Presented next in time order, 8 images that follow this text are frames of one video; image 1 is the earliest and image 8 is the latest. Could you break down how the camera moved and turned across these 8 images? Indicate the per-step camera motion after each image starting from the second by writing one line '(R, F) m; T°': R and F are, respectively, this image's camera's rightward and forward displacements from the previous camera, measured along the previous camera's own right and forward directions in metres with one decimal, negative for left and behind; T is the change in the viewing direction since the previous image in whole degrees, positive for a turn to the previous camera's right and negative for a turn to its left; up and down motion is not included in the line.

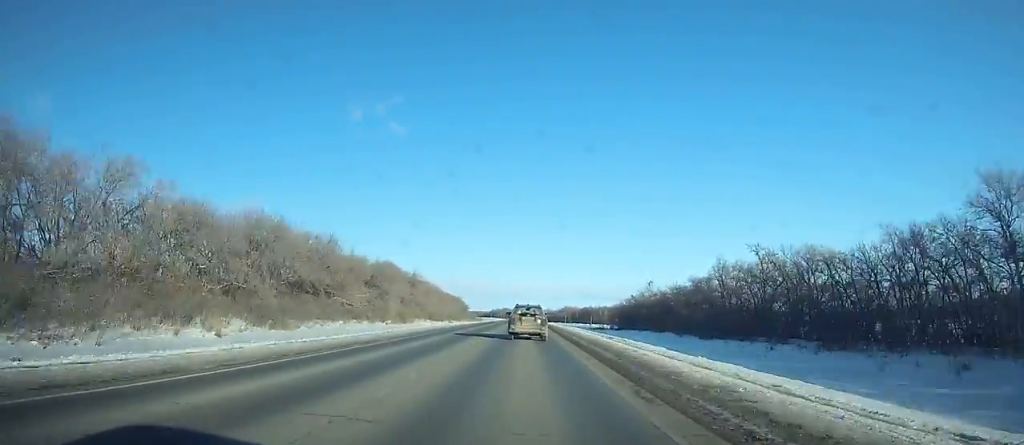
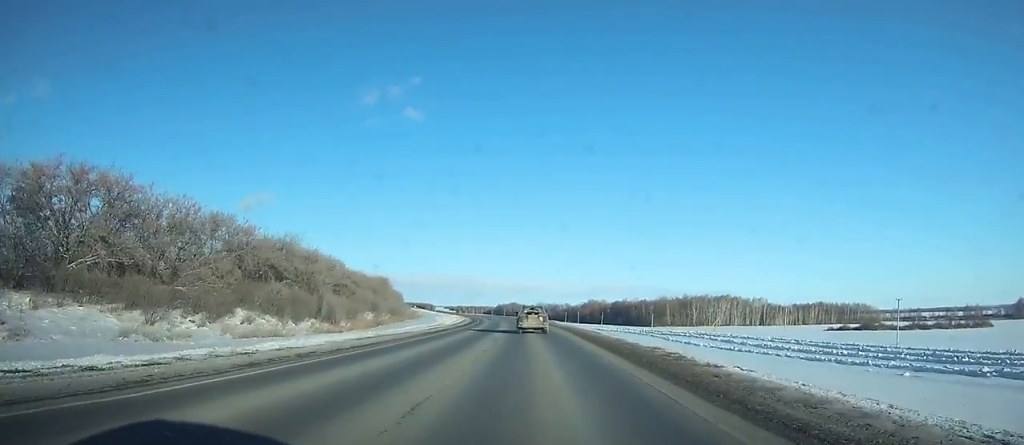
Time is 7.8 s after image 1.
(-1.5, +201.3) m; -2°
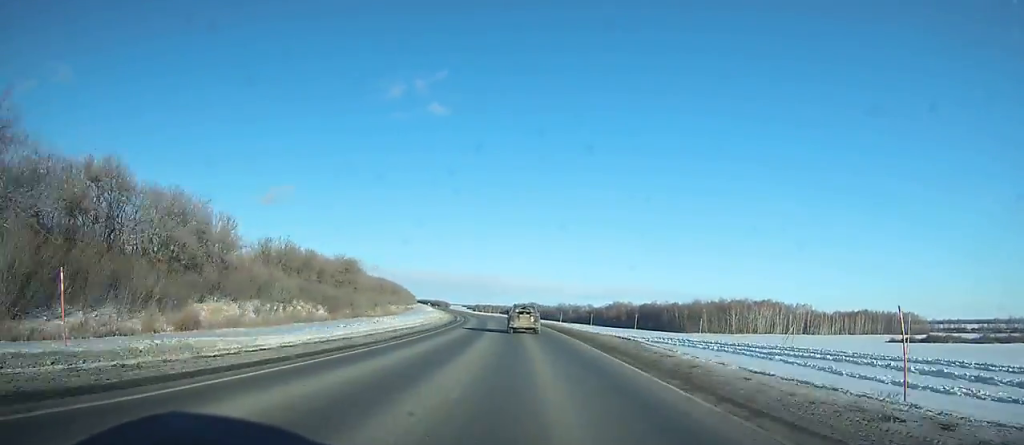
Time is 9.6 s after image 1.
(+0.3, +48.2) m; -1°
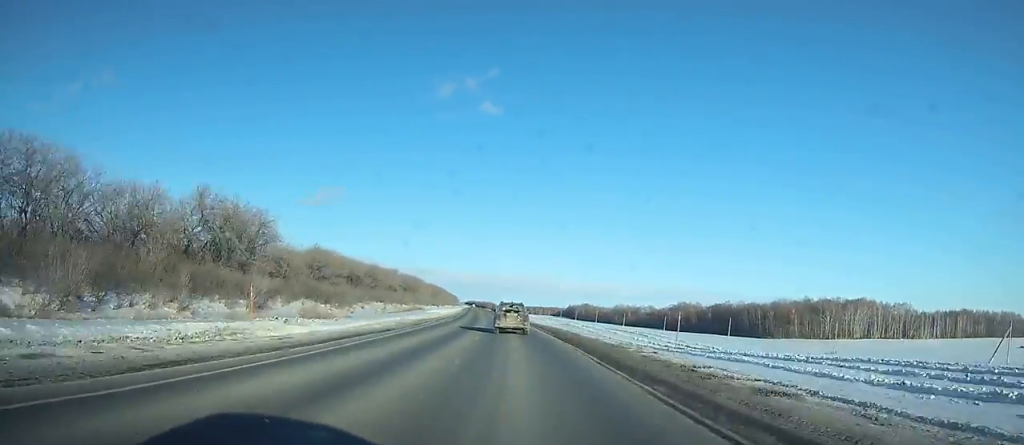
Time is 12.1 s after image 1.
(-2.0, +67.7) m; -4°
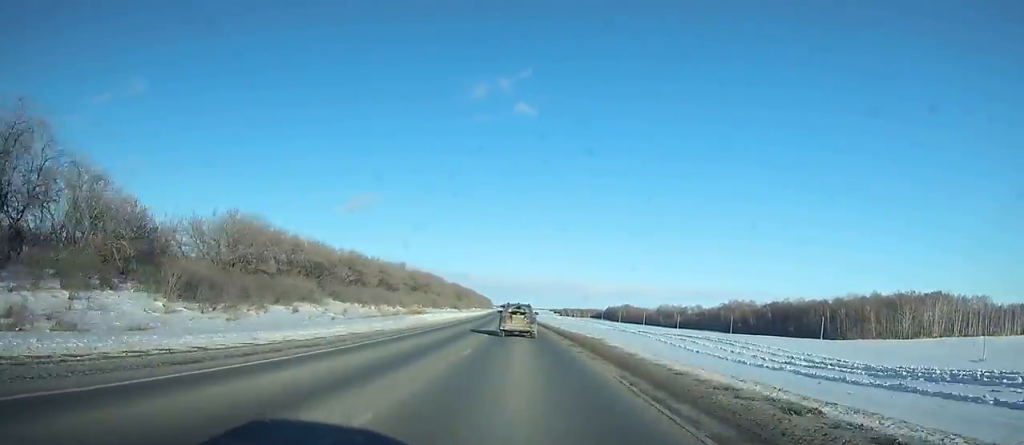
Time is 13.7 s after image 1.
(-1.4, +43.2) m; -2°
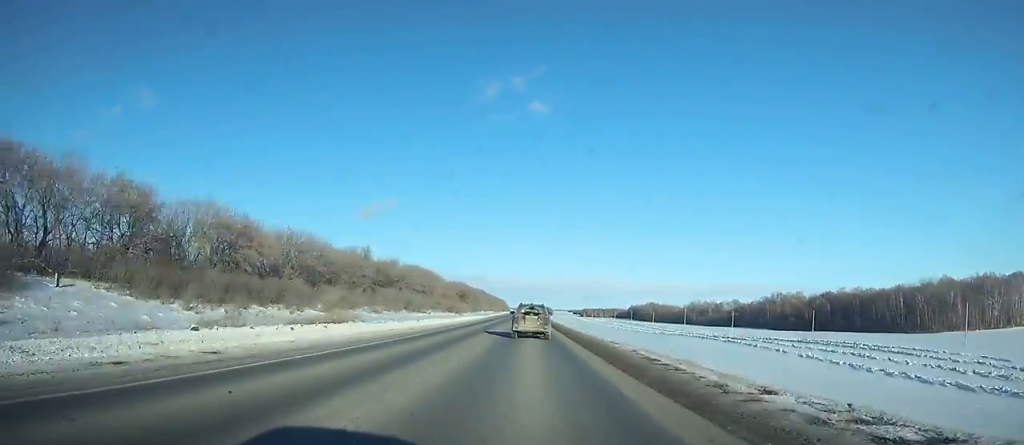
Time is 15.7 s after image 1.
(-1.3, +53.9) m; -3°
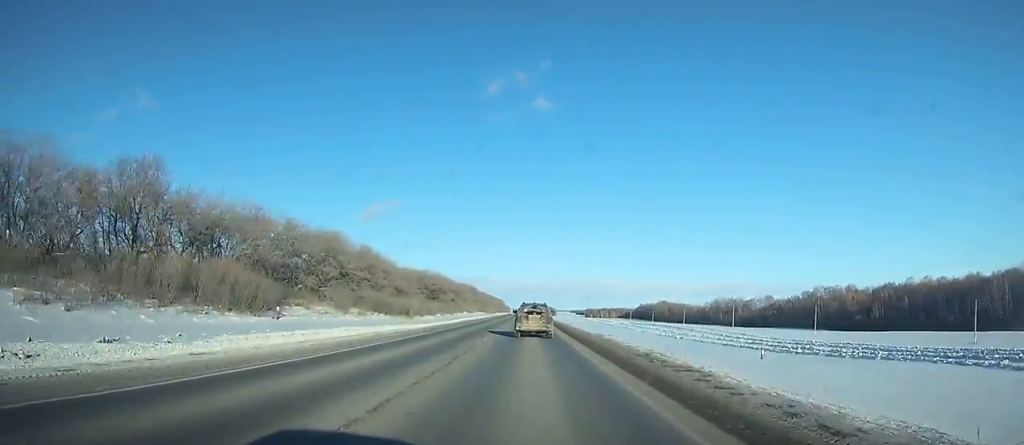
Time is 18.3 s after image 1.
(-1.6, +69.3) m; -1°
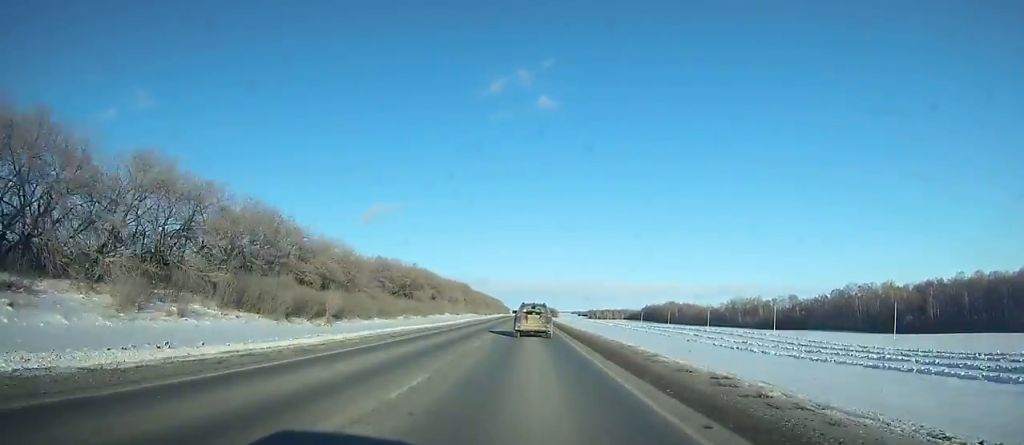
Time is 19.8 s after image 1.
(-0.1, +39.9) m; 0°
